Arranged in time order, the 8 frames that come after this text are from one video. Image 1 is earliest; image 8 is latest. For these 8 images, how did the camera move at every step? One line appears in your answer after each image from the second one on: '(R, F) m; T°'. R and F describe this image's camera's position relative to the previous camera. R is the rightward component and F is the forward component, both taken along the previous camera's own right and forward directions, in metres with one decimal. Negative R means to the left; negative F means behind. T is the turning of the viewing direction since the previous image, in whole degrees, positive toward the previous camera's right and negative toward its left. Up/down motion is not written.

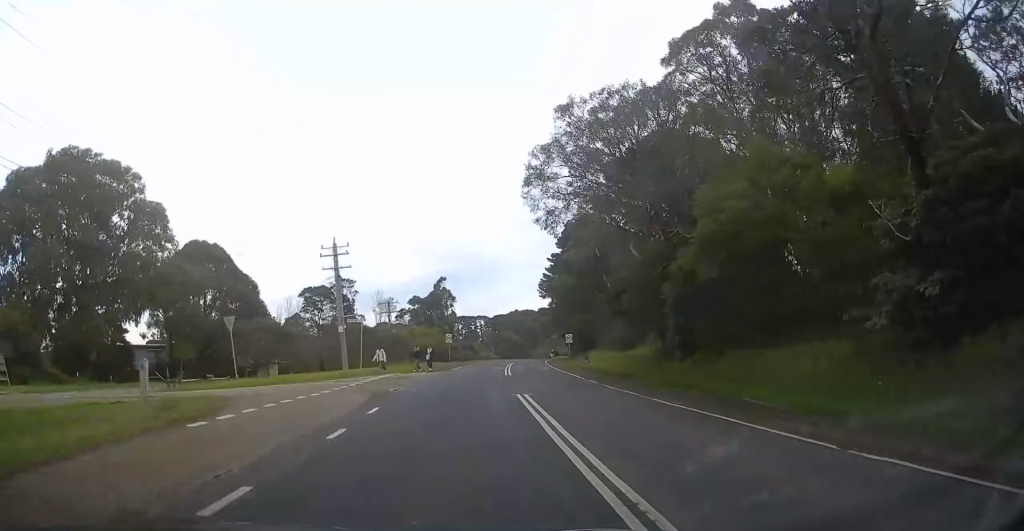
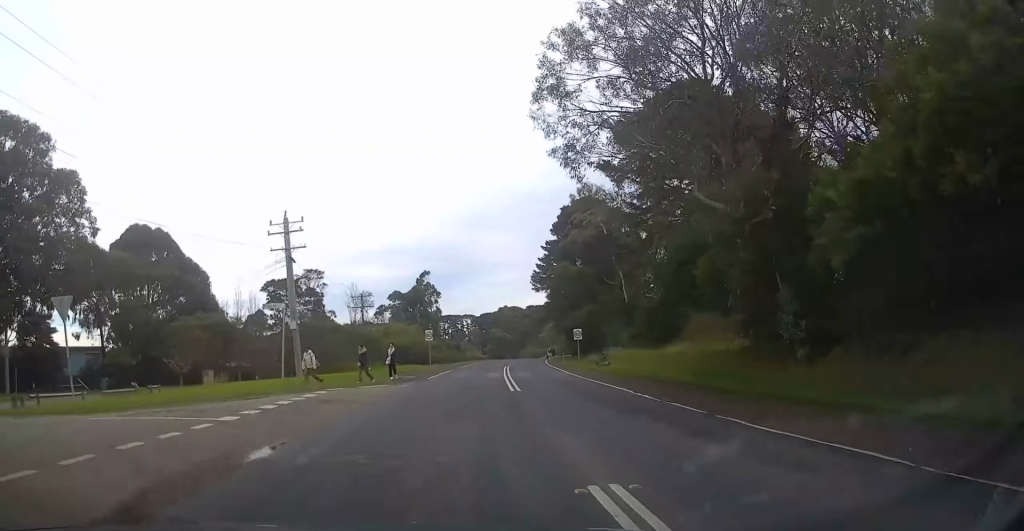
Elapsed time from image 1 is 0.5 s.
(0.0, +11.8) m; +1°
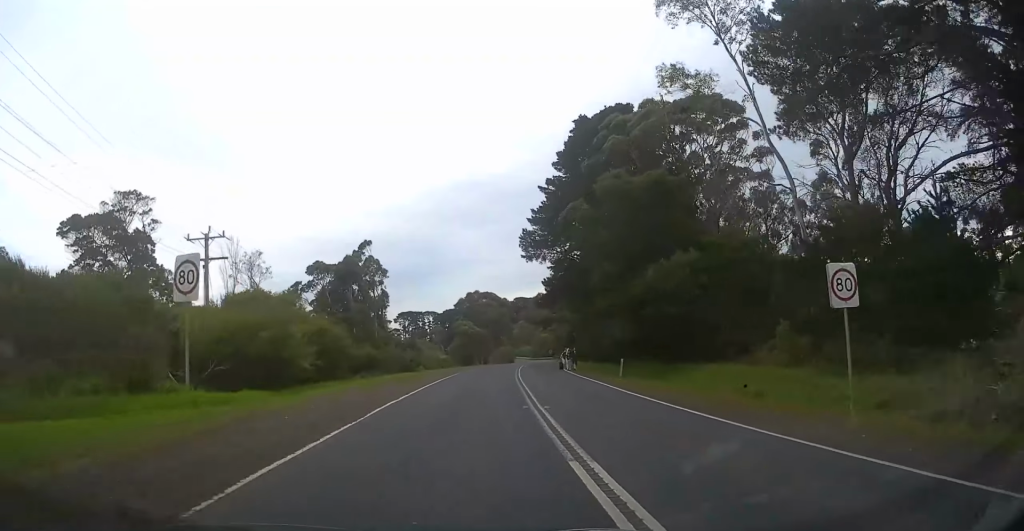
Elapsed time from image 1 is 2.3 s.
(+1.4, +39.2) m; +5°
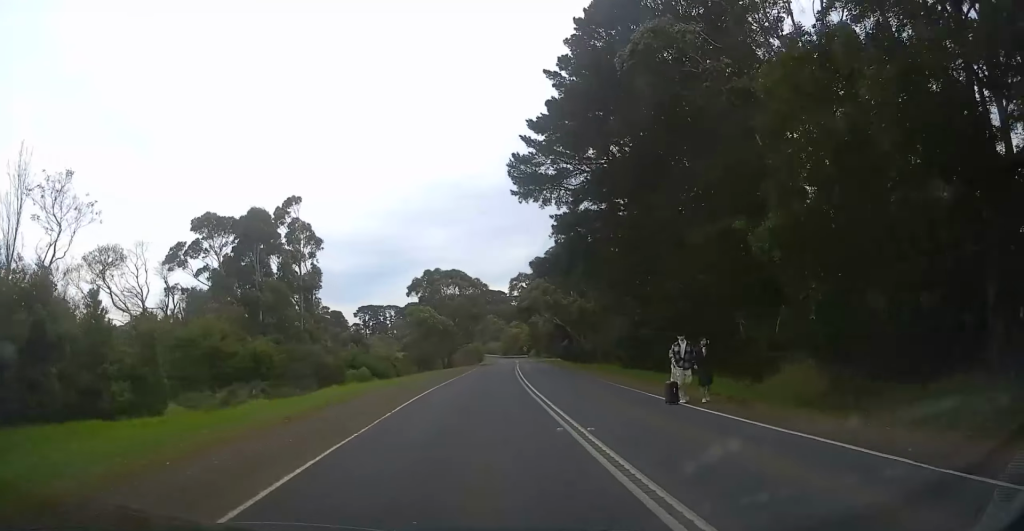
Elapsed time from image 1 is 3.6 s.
(+0.9, +28.6) m; +4°
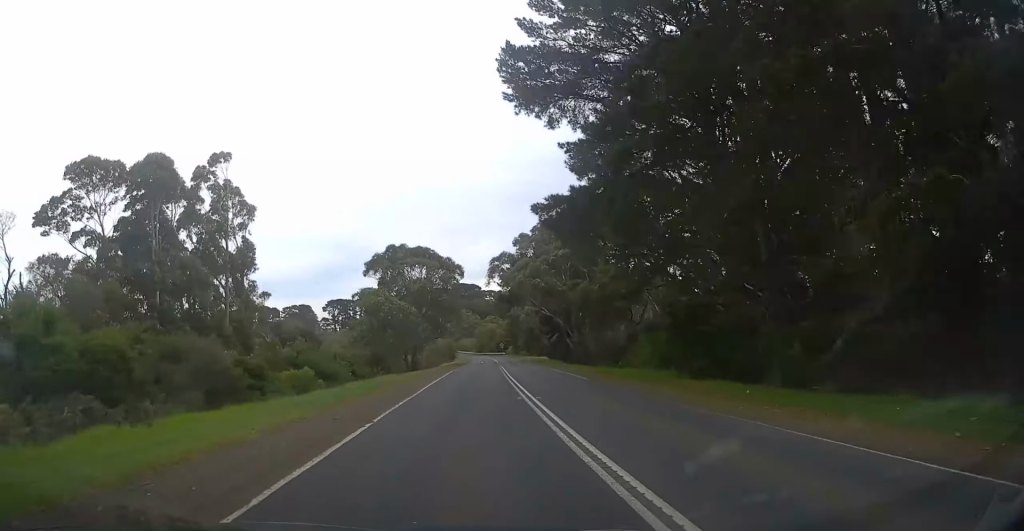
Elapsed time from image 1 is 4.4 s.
(+0.3, +16.4) m; +2°
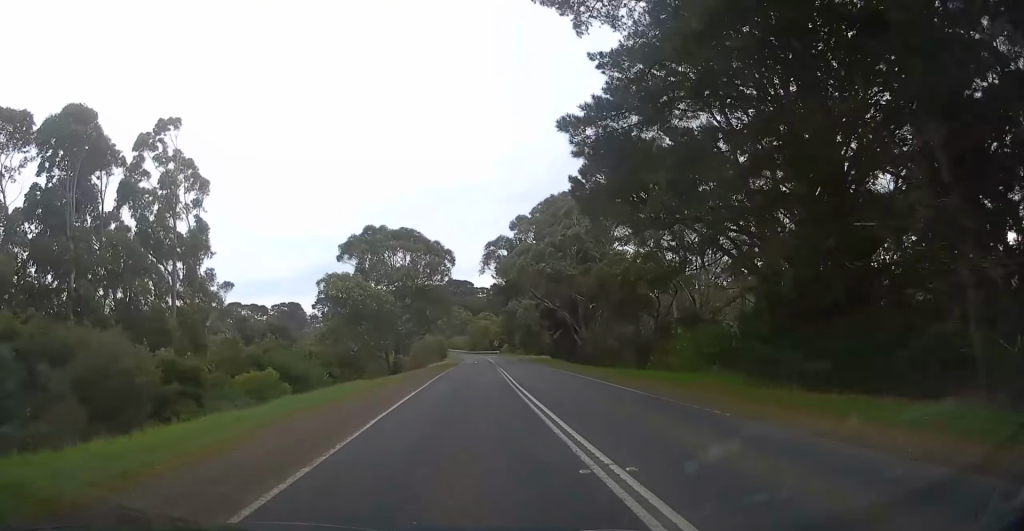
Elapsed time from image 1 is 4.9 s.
(+0.1, +10.1) m; +1°
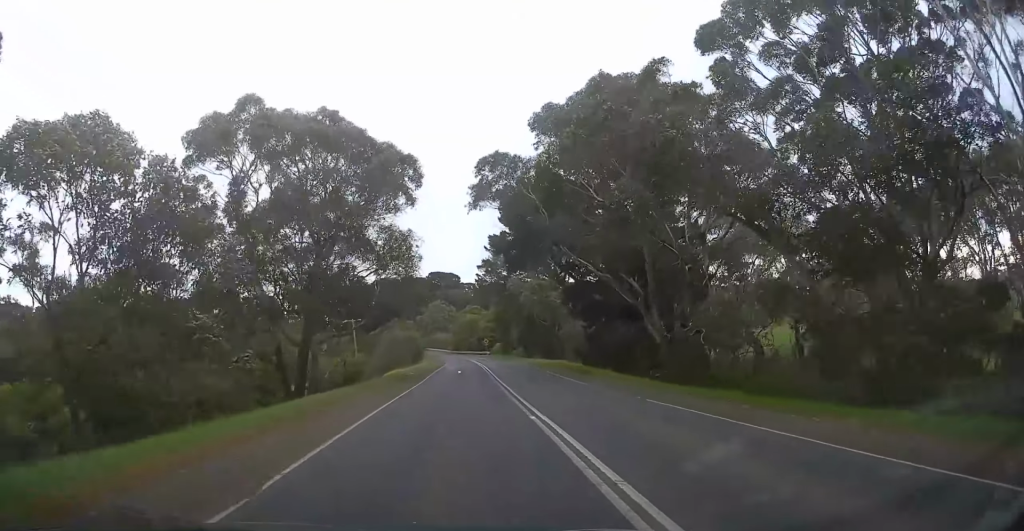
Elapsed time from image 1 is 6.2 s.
(+0.5, +30.0) m; +1°
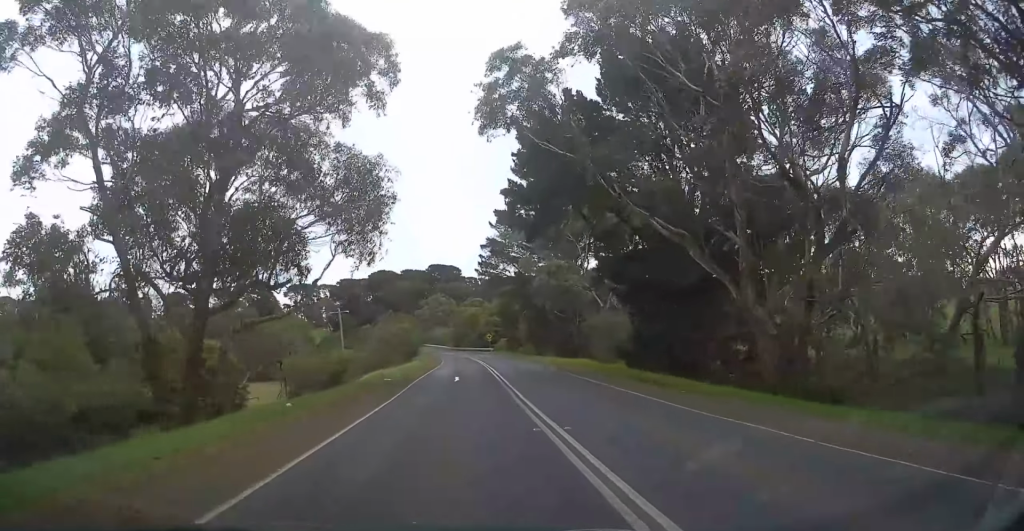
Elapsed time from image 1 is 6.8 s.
(-0.1, +12.5) m; 0°
